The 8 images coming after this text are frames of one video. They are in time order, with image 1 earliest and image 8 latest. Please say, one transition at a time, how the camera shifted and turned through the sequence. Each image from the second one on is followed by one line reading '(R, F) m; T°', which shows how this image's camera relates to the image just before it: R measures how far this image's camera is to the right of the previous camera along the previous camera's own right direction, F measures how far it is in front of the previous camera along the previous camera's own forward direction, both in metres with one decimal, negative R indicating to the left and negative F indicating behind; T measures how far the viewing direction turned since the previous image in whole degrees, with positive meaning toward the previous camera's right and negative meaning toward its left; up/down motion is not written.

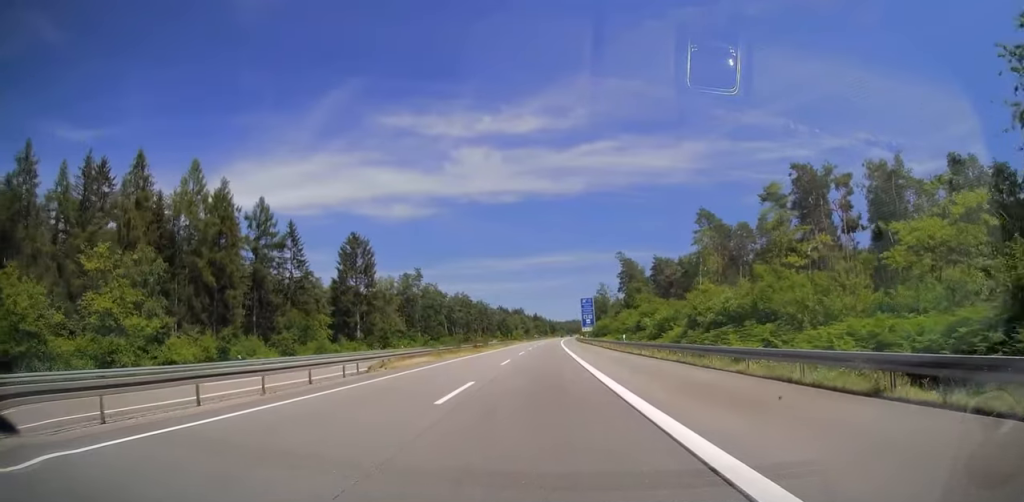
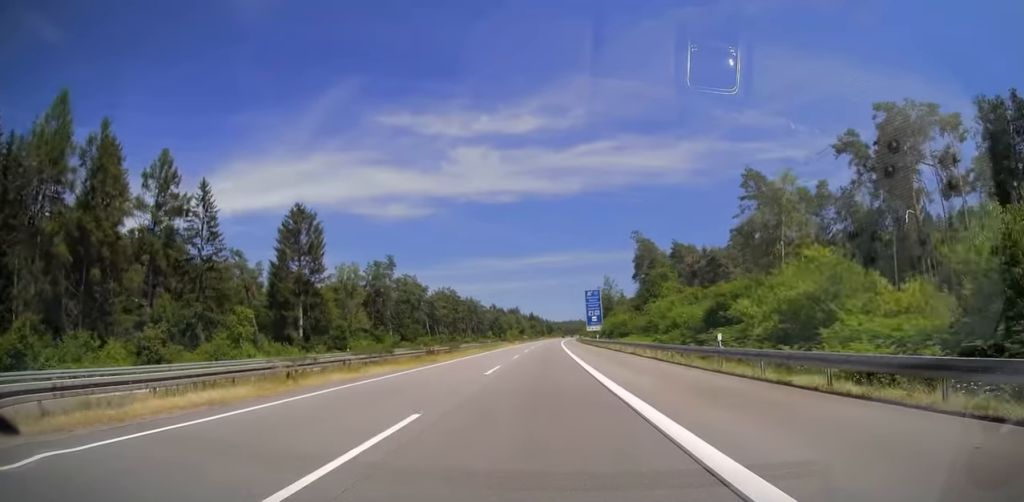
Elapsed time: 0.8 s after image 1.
(+0.2, +25.7) m; +1°
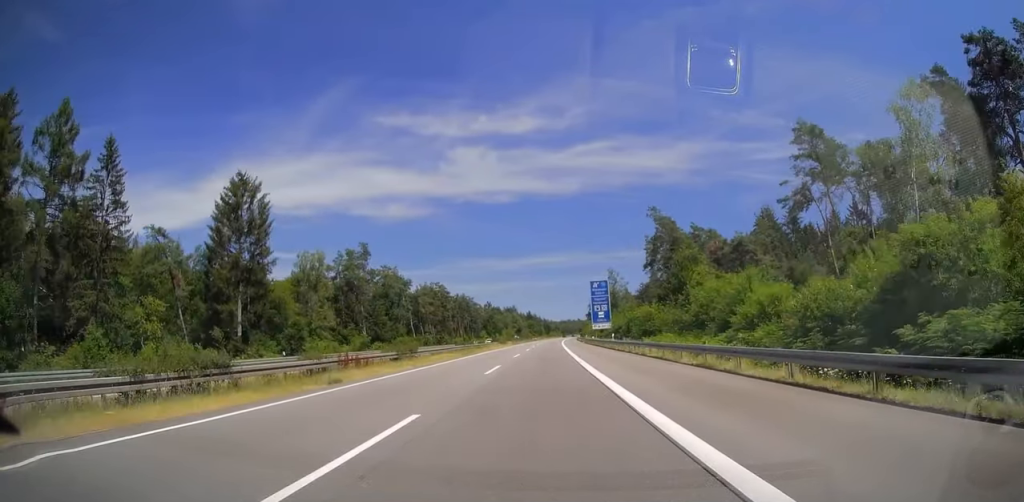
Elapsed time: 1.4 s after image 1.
(+0.3, +17.9) m; 0°
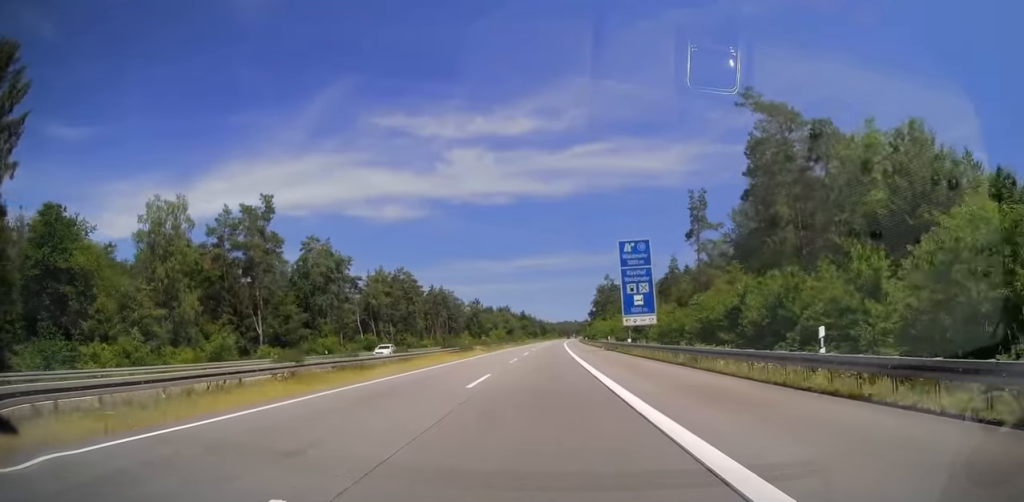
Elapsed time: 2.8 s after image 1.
(-0.1, +41.6) m; -1°
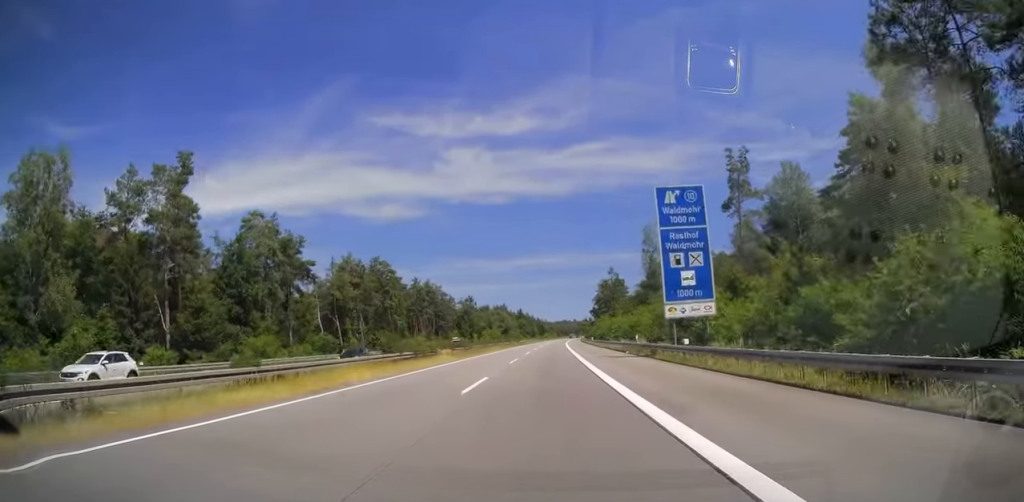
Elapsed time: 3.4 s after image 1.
(0.0, +19.6) m; 0°
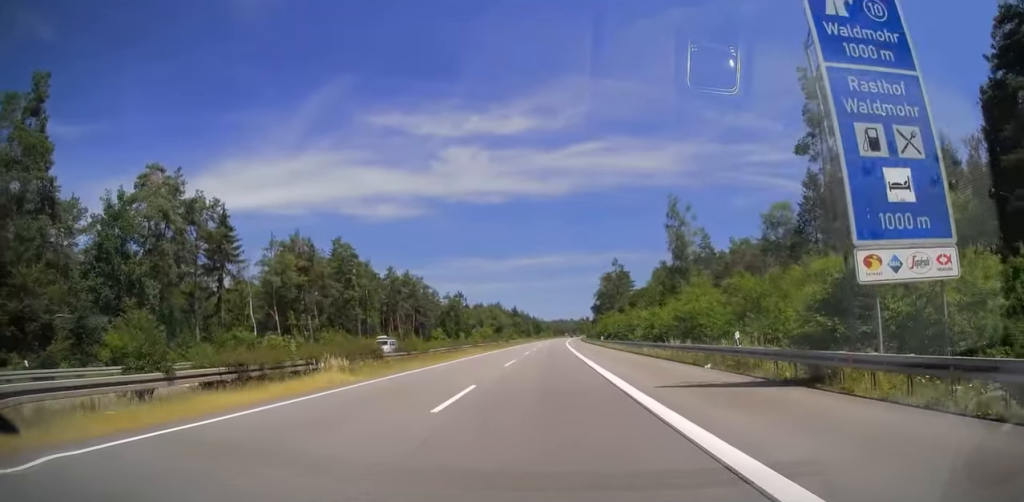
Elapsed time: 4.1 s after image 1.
(+0.1, +22.1) m; +1°
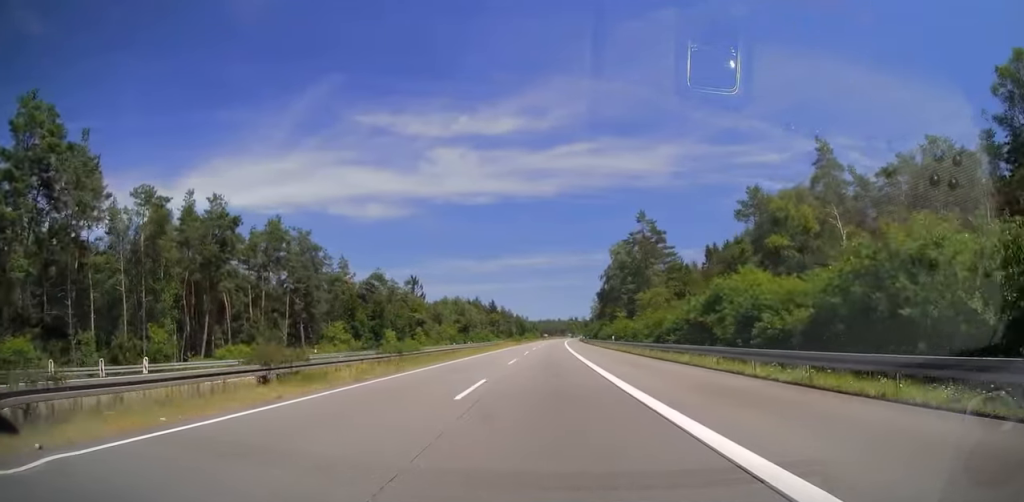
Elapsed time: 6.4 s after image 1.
(+0.7, +69.4) m; +1°
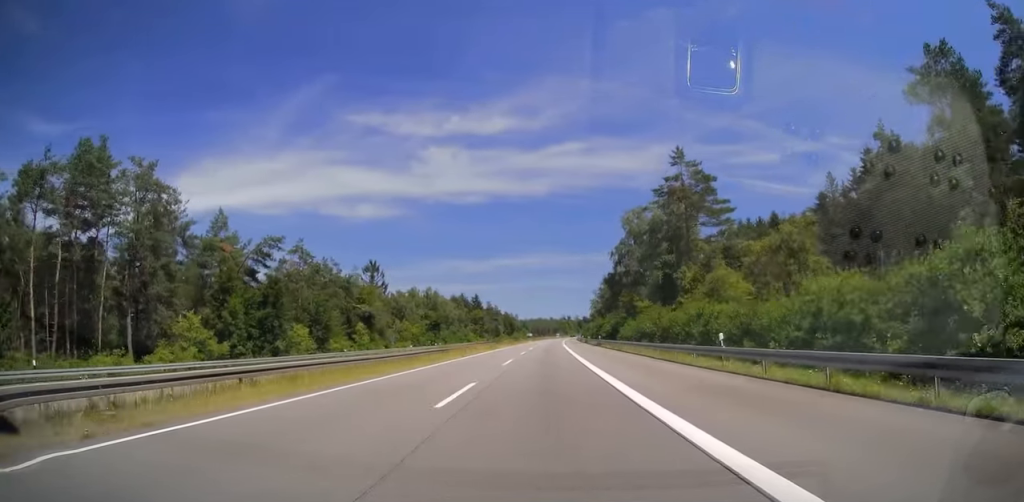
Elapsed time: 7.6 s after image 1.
(+0.5, +37.4) m; +1°
